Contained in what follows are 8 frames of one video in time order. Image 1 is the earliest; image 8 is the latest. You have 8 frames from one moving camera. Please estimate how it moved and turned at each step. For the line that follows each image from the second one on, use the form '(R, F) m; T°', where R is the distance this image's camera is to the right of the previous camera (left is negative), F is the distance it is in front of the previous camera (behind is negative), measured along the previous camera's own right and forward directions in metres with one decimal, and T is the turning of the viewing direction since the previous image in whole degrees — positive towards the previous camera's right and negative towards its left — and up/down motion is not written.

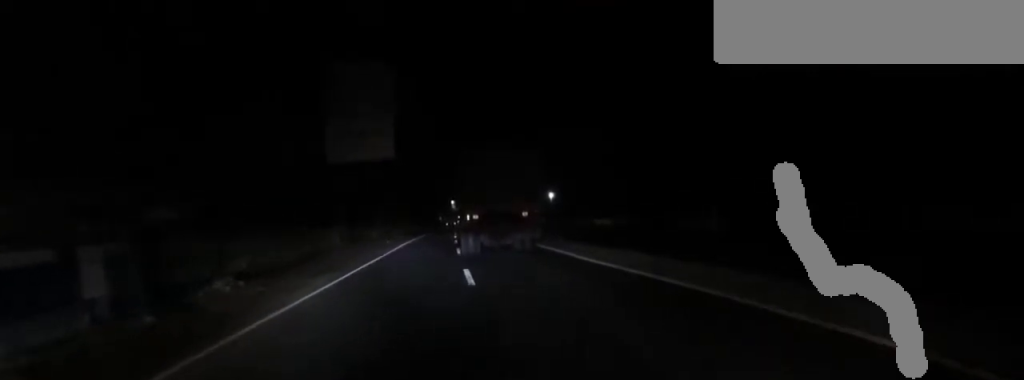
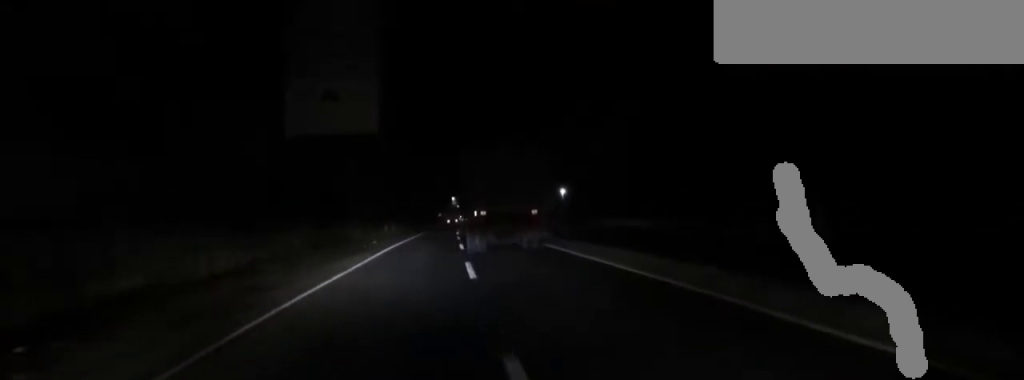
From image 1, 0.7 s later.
(-0.3, +7.4) m; +1°
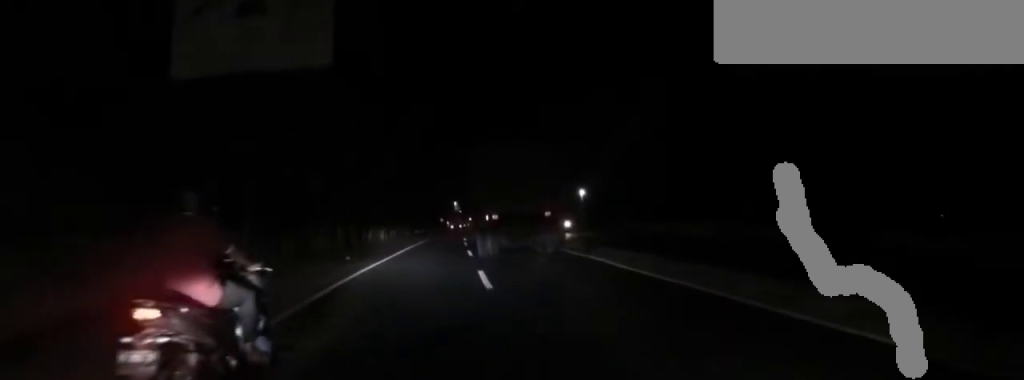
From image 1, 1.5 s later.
(+1.4, +9.4) m; 0°
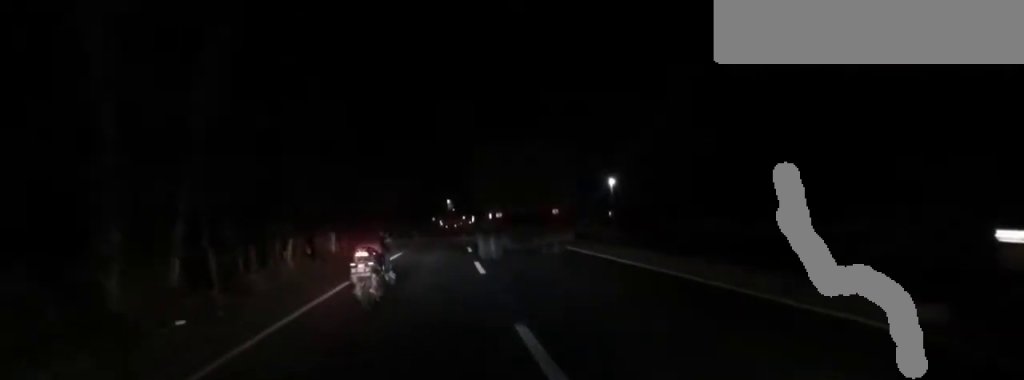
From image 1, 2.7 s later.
(-1.5, +13.5) m; -1°
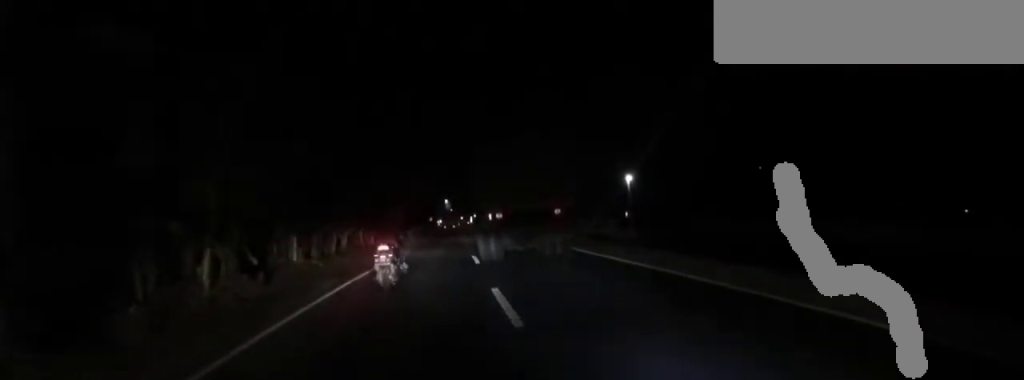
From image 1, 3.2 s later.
(+0.4, +5.1) m; +3°
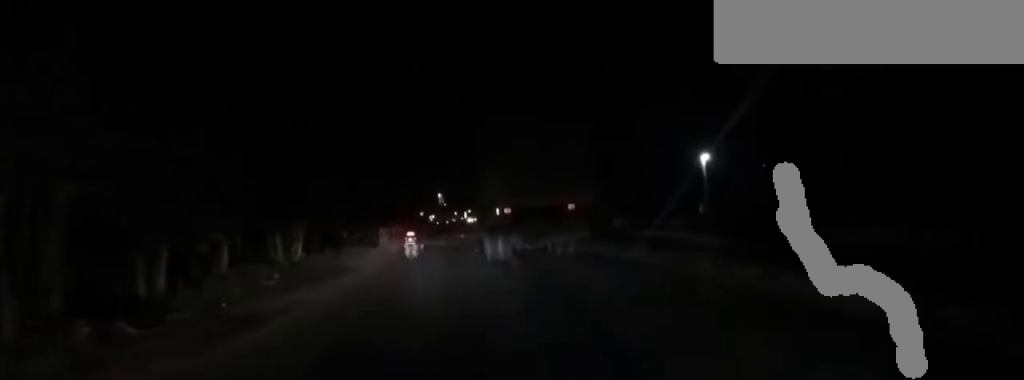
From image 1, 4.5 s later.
(+0.3, +14.3) m; -2°
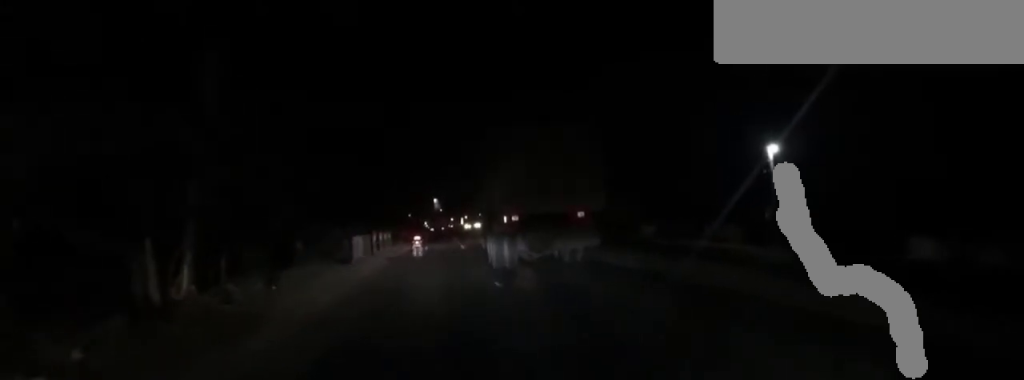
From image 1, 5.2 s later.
(-0.5, +7.9) m; 0°
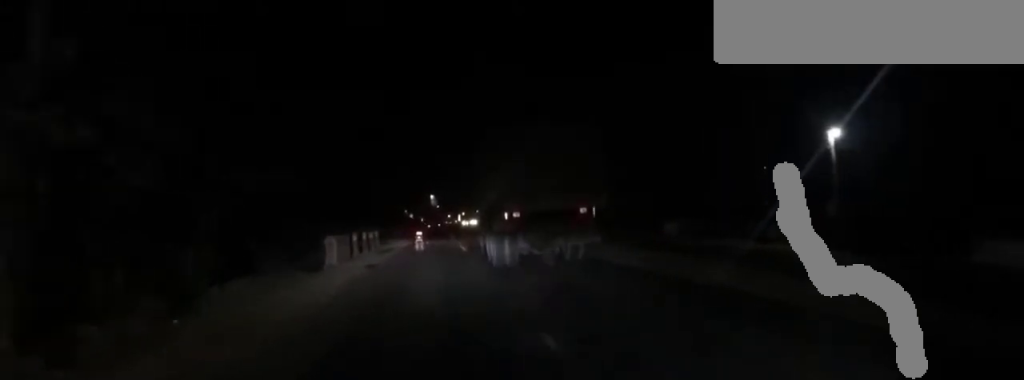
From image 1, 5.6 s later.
(0.0, +4.9) m; 0°
